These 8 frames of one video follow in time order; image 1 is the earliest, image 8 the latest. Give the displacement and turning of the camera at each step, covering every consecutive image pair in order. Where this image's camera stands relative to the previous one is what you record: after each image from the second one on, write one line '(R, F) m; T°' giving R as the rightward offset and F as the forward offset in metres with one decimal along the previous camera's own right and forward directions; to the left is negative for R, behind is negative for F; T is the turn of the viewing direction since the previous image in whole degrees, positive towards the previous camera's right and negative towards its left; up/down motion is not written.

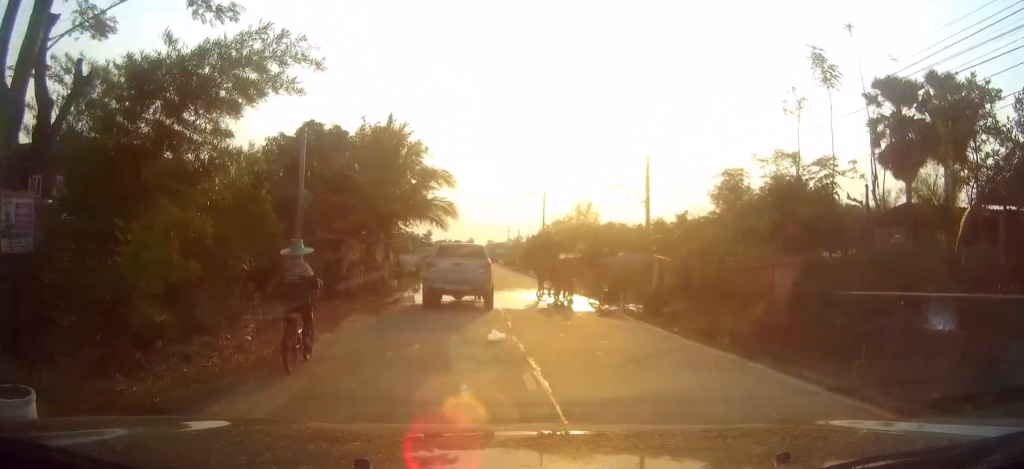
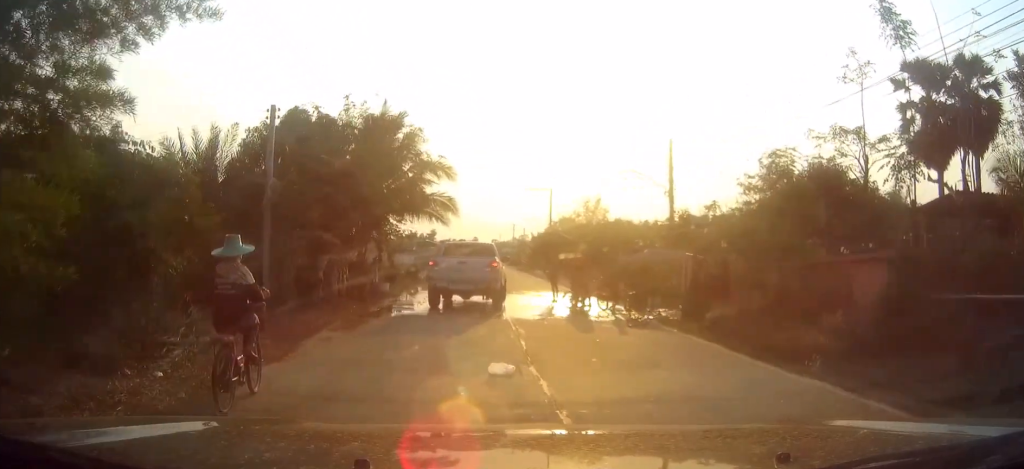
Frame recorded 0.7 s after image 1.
(-0.1, +3.3) m; -2°
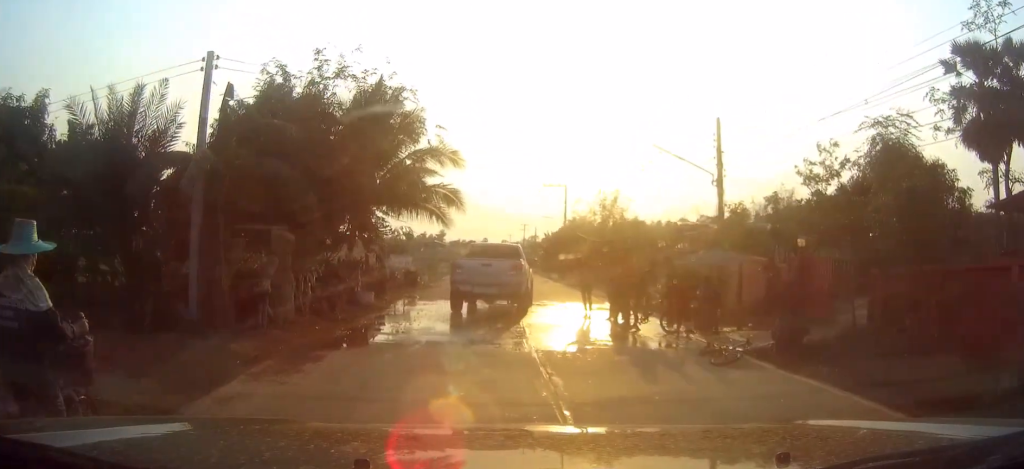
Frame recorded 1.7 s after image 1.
(-0.2, +5.0) m; -2°
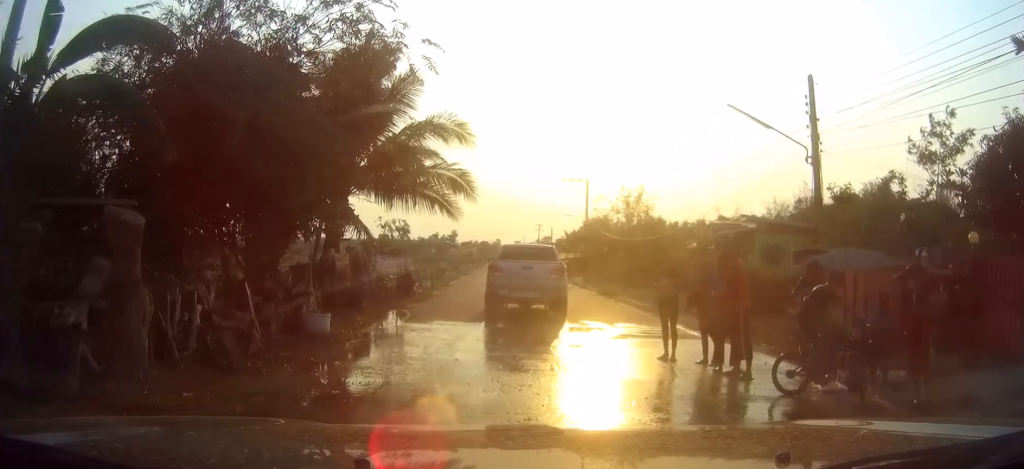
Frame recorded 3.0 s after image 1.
(0.0, +6.3) m; -1°
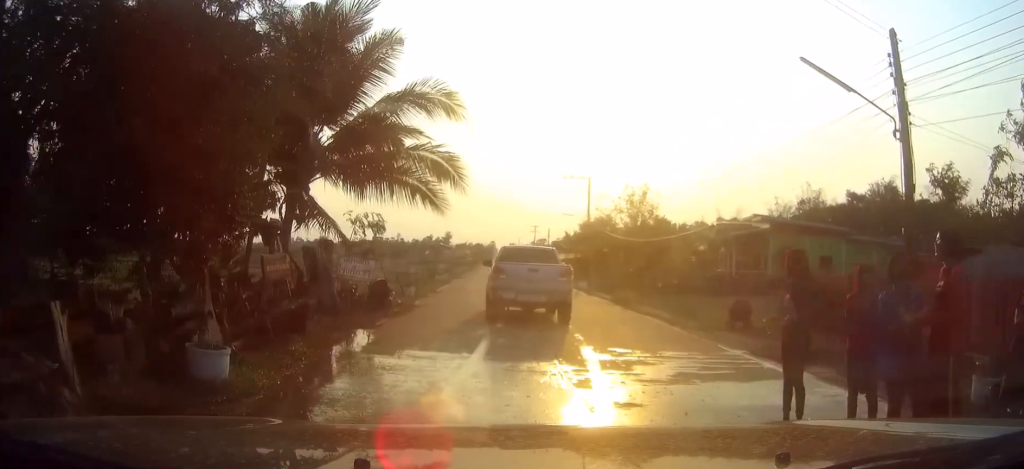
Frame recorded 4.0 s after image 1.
(0.0, +4.4) m; 0°
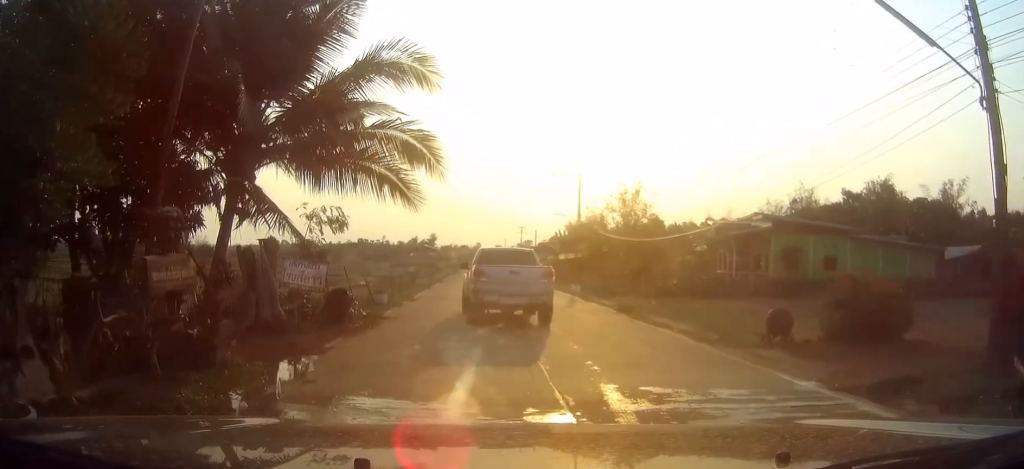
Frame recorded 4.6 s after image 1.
(0.0, +3.2) m; +1°
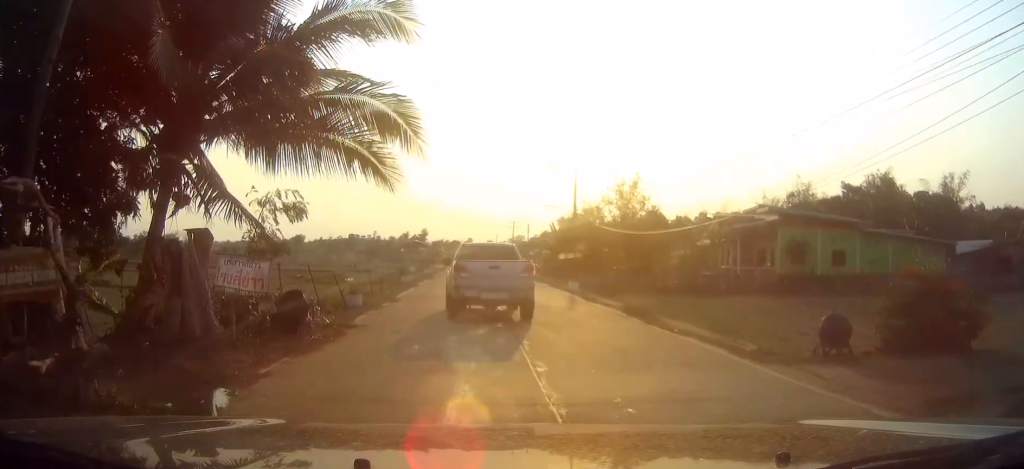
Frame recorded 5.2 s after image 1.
(0.0, +3.0) m; +1°
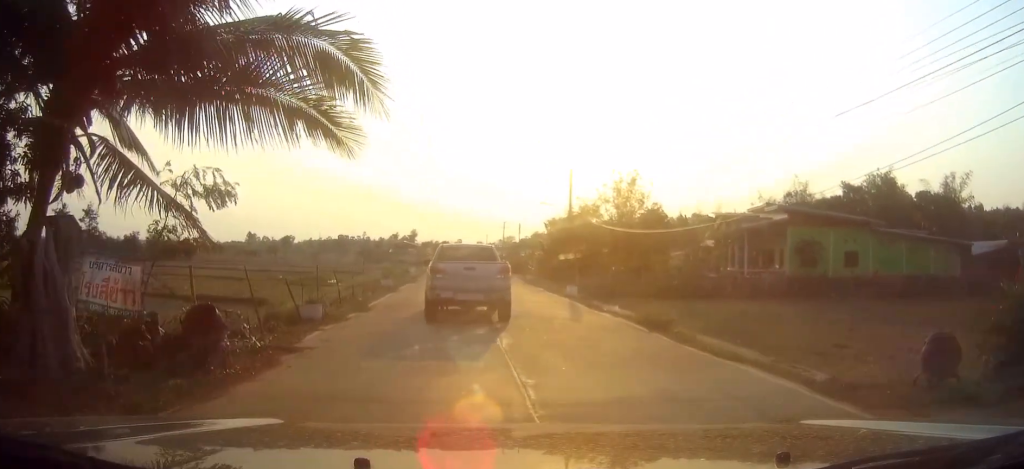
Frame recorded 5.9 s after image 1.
(+0.1, +3.6) m; +1°
